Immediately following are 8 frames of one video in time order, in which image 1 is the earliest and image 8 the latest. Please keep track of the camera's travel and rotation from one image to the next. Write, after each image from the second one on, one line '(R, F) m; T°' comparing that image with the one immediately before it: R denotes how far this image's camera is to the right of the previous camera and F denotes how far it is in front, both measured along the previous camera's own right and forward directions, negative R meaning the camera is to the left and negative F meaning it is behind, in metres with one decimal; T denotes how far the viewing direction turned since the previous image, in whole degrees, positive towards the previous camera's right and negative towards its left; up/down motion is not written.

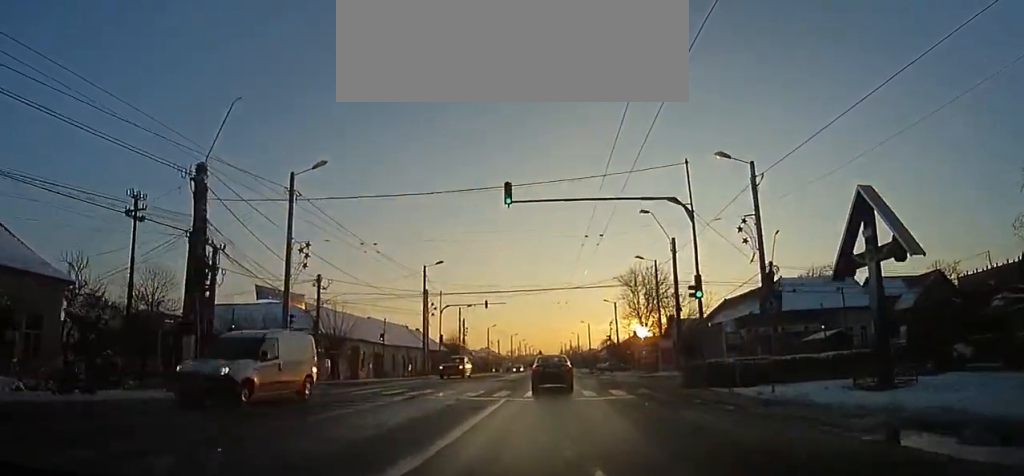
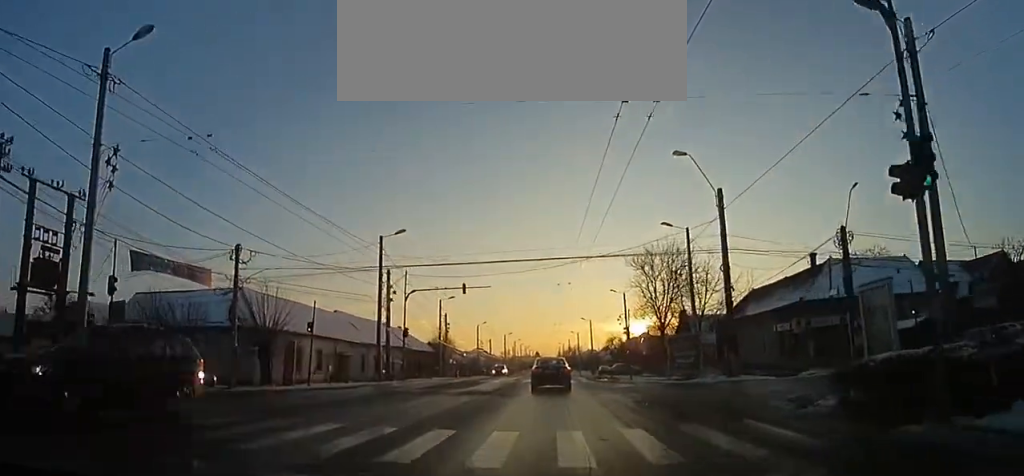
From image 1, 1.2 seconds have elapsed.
(-0.4, +10.9) m; 0°
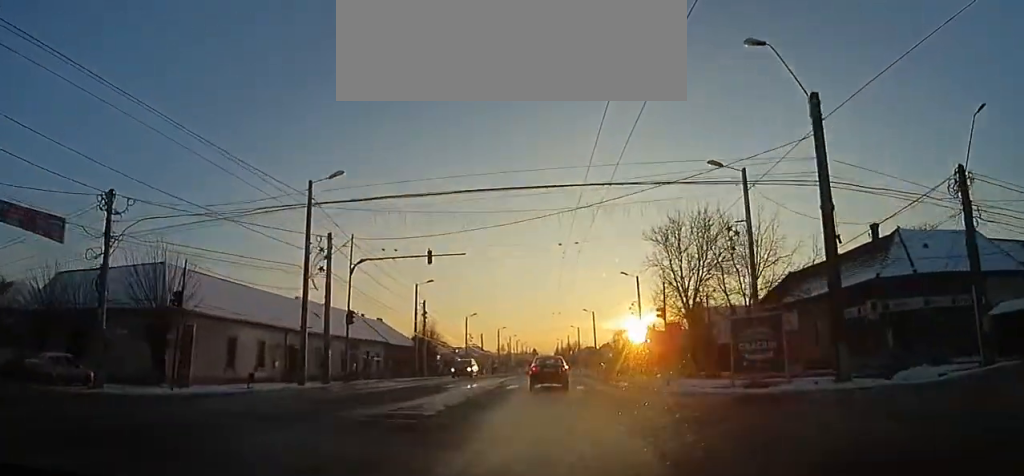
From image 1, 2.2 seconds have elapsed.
(0.0, +10.1) m; 0°
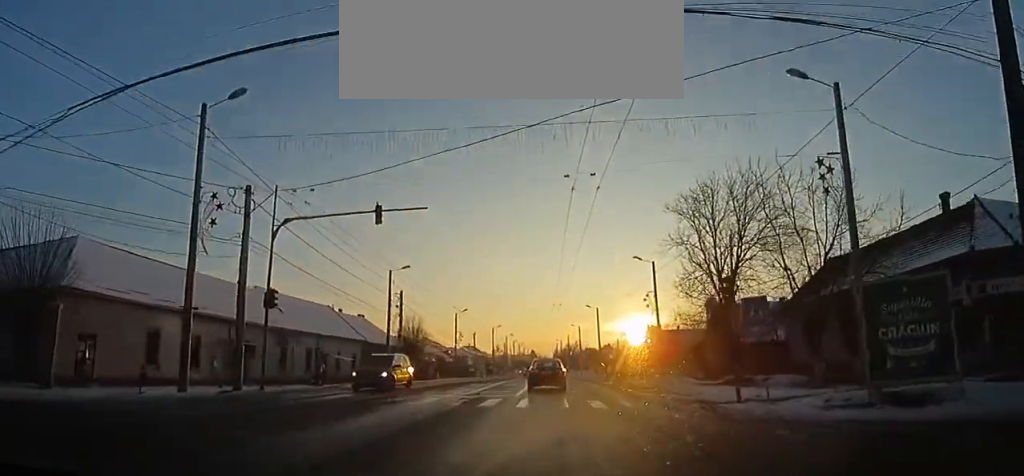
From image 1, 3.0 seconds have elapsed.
(+0.1, +8.1) m; +1°
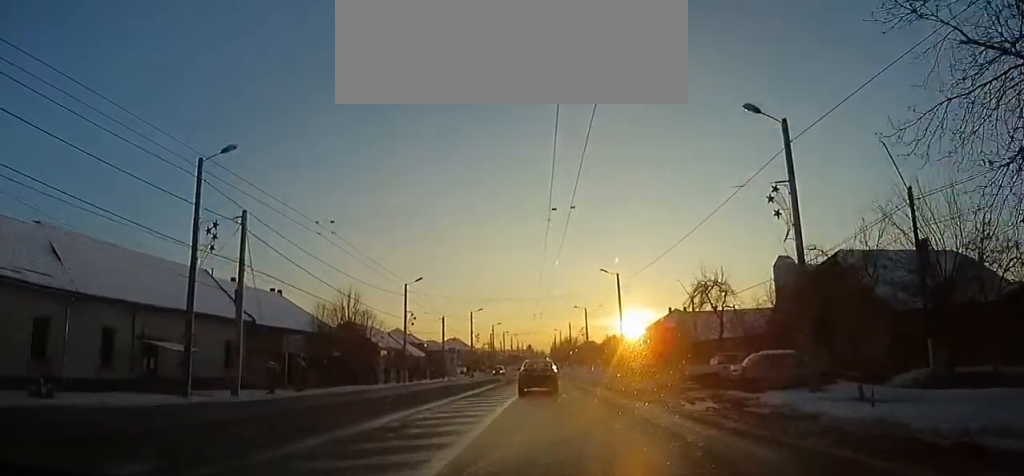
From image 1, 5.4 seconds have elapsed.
(+0.2, +24.8) m; 0°
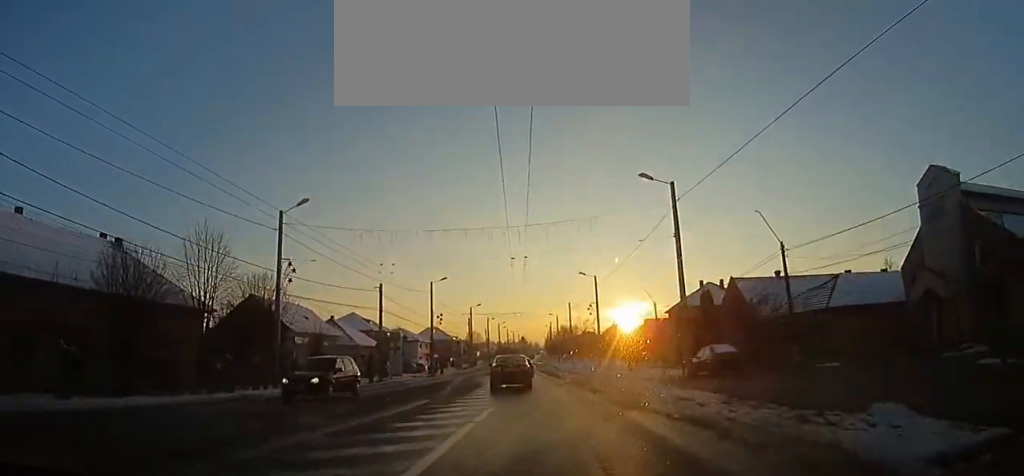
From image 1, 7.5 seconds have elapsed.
(0.0, +23.9) m; -3°
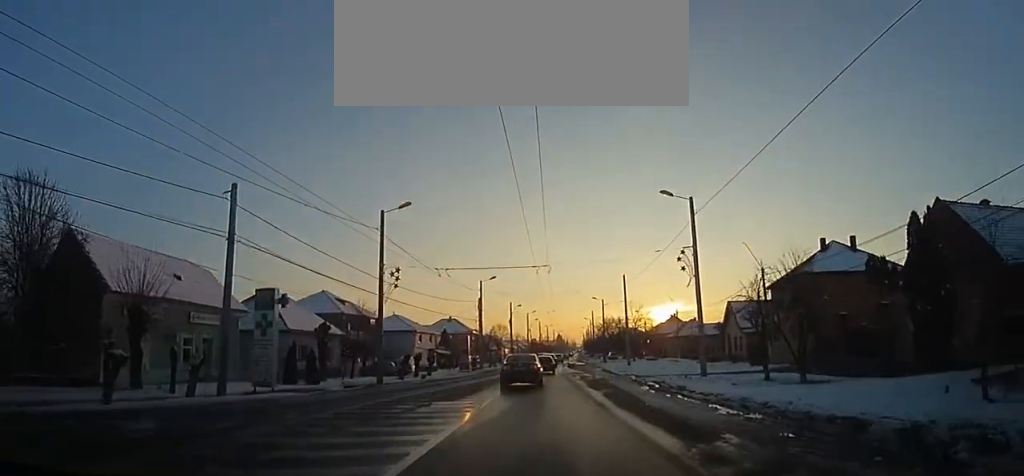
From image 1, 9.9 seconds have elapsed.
(-1.1, +26.3) m; -3°
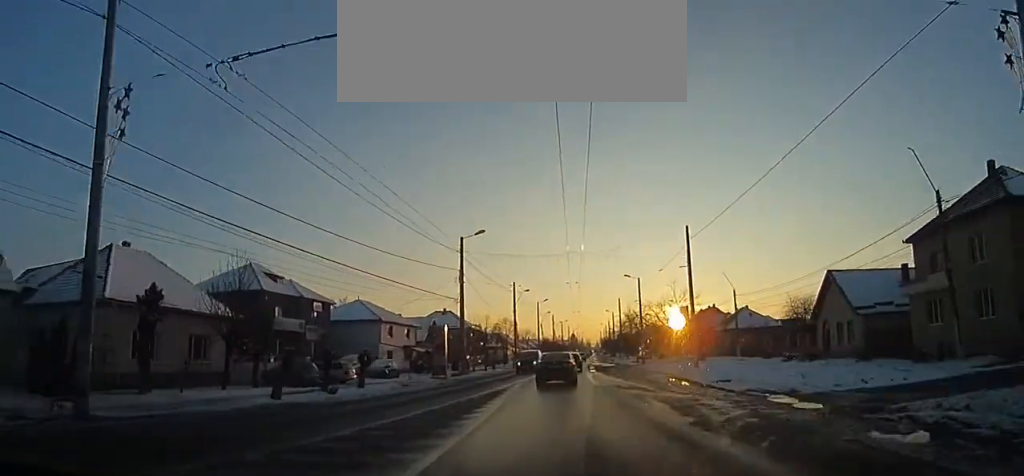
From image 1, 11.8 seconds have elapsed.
(0.0, +20.8) m; -2°
